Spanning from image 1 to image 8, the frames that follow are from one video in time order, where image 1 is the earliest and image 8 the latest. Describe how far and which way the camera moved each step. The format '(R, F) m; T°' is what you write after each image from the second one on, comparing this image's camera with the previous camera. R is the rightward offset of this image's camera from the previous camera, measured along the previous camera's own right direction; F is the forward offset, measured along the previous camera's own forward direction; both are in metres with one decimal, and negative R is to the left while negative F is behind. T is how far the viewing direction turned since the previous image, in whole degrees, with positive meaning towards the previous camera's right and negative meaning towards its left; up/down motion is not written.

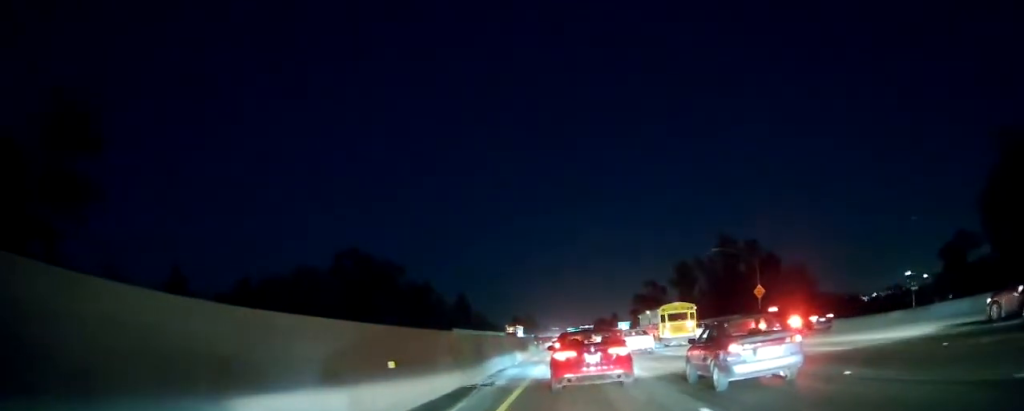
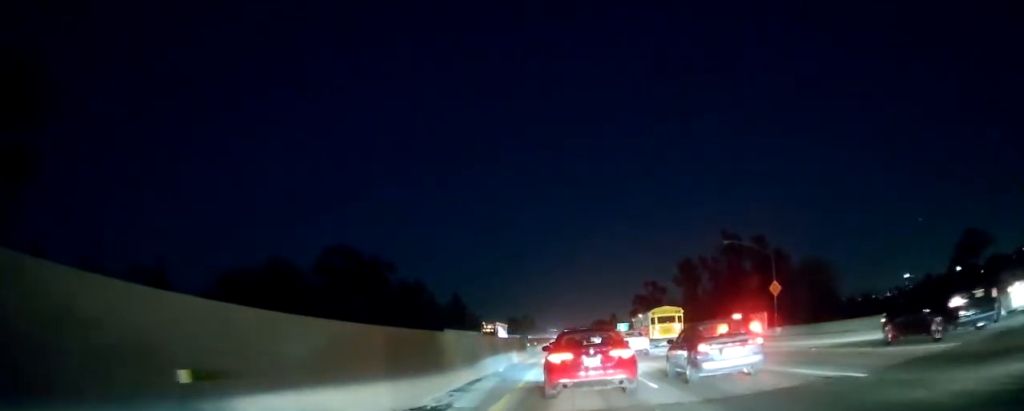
(0.0, +7.3) m; 0°
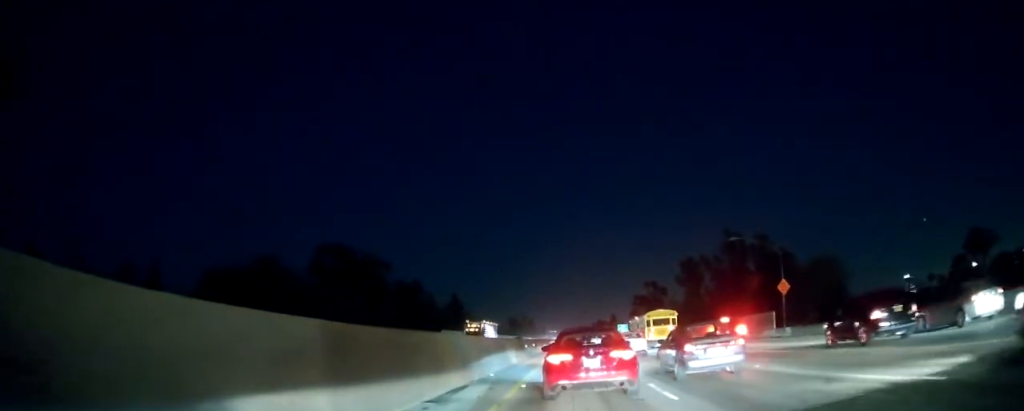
(0.0, +3.0) m; +1°
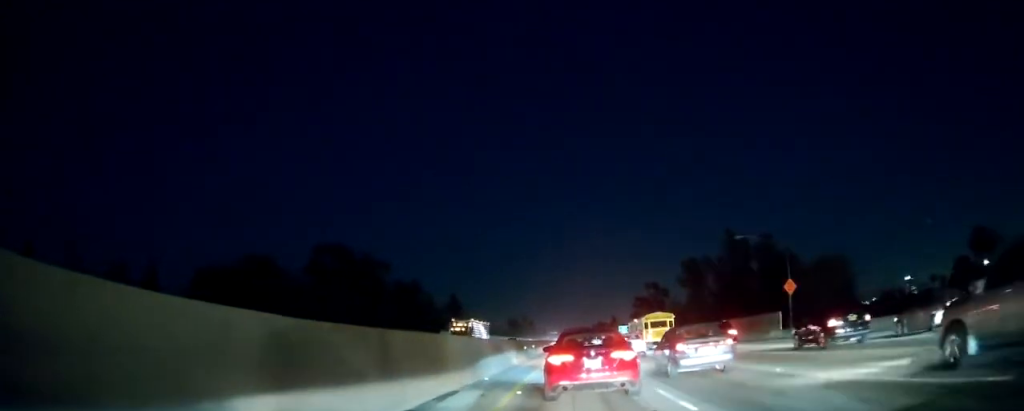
(0.0, +2.1) m; +1°
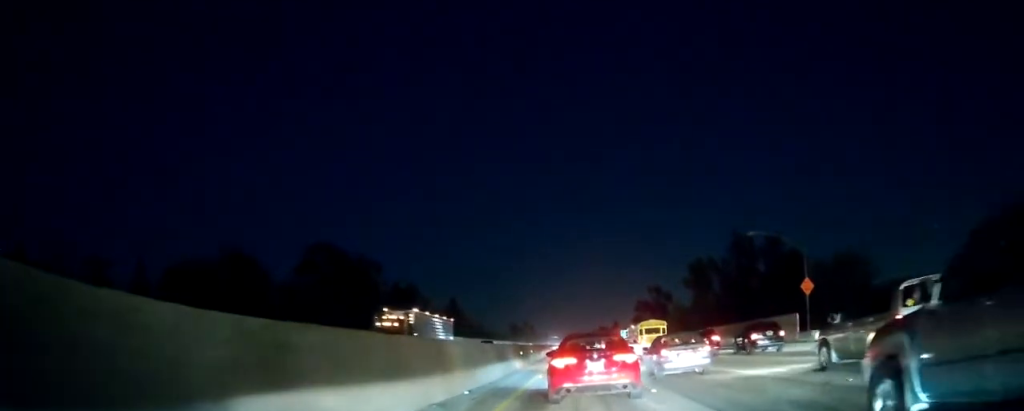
(+0.2, +4.7) m; +1°
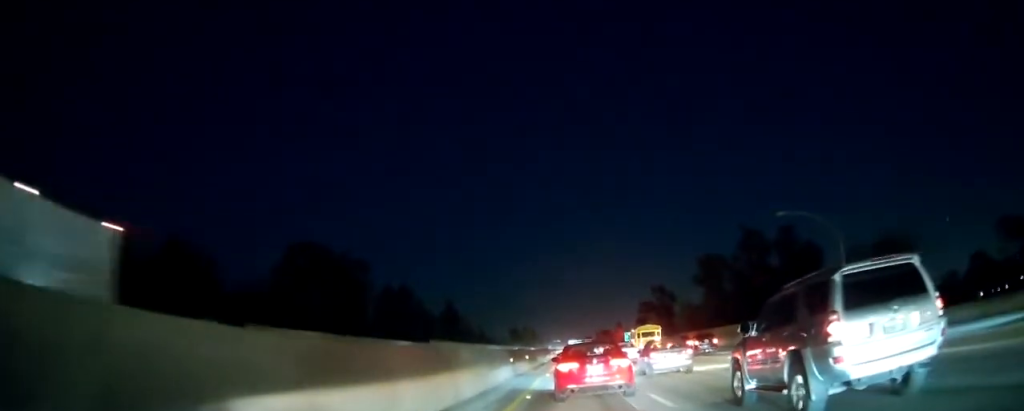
(-0.3, +7.3) m; -3°
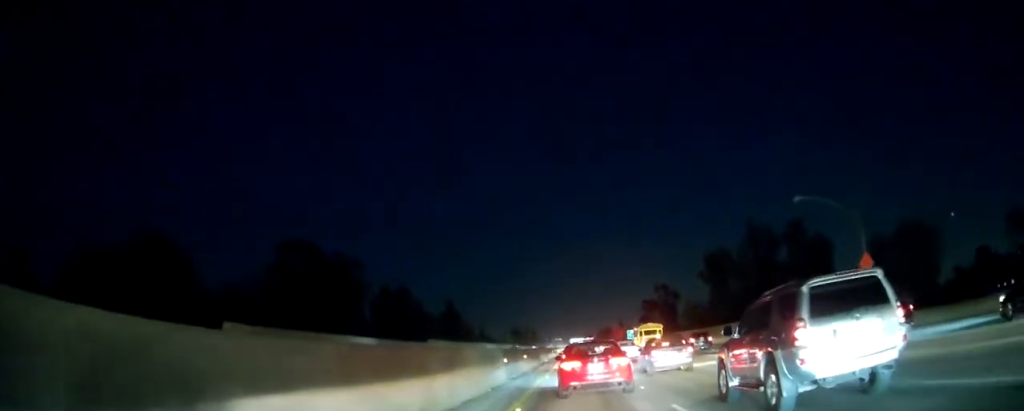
(0.0, +3.1) m; 0°
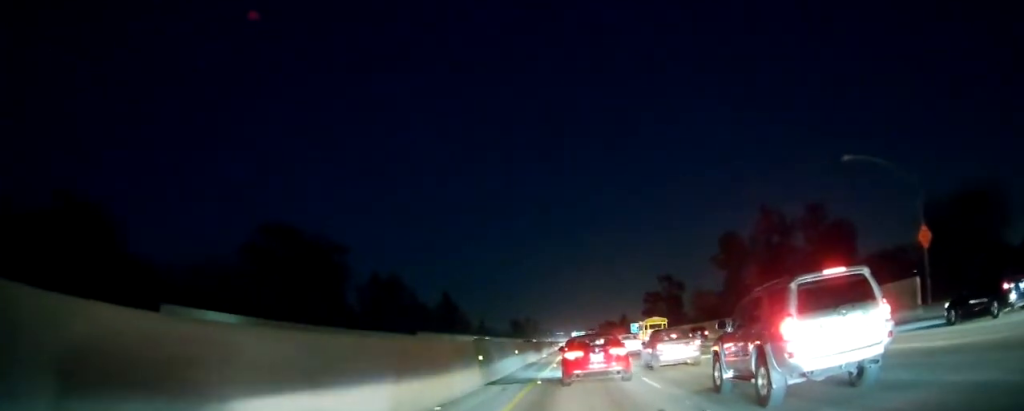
(0.0, +6.6) m; 0°
